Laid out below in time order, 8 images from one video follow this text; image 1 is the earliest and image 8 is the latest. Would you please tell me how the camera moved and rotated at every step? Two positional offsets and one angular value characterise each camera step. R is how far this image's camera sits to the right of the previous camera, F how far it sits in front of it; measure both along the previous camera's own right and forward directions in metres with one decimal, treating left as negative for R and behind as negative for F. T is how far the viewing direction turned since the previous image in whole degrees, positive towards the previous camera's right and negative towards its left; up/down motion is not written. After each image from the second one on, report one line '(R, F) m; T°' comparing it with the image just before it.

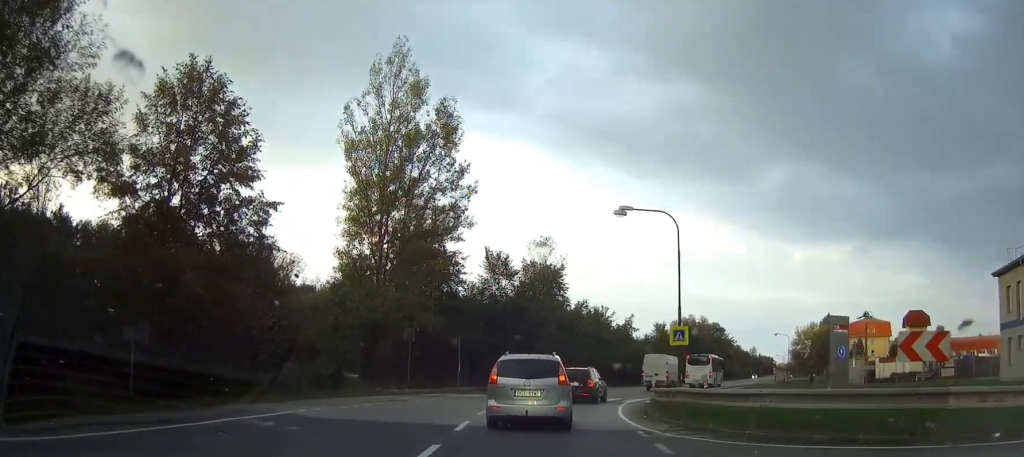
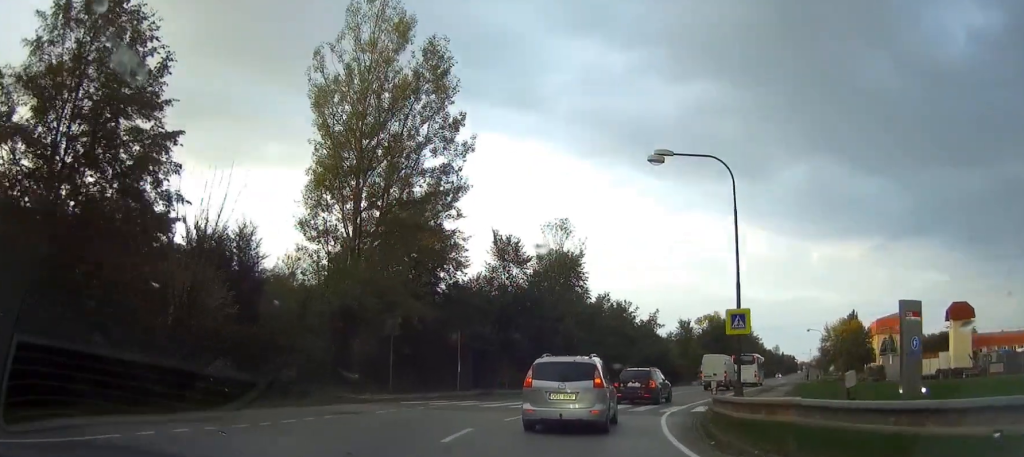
(-0.1, +7.8) m; -1°
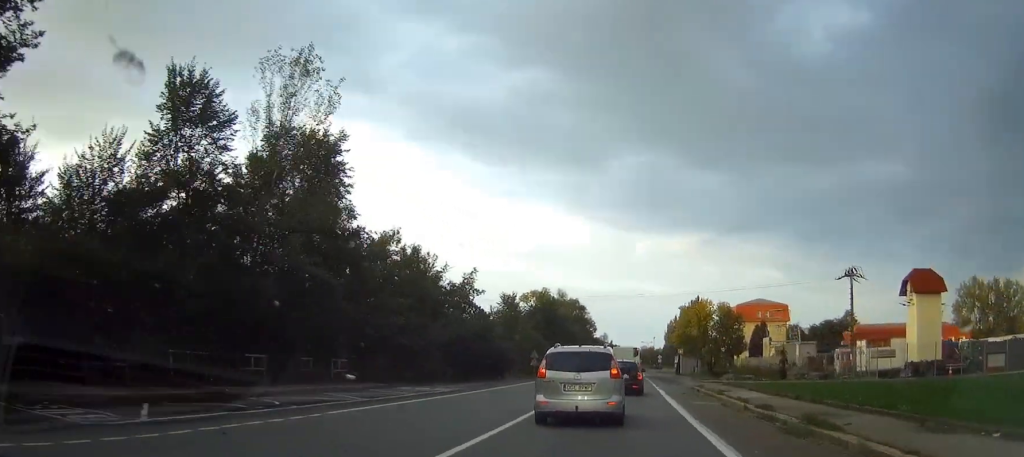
(+1.5, +28.8) m; +8°
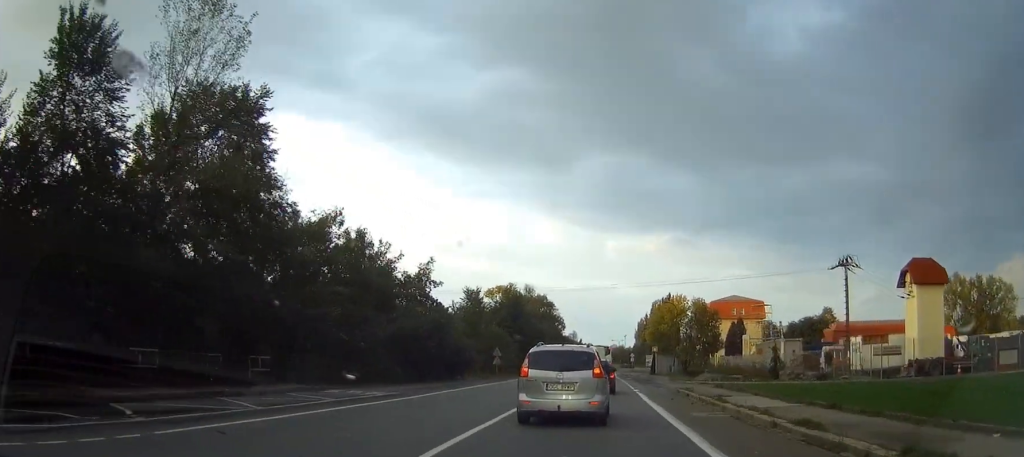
(0.0, +5.8) m; +2°
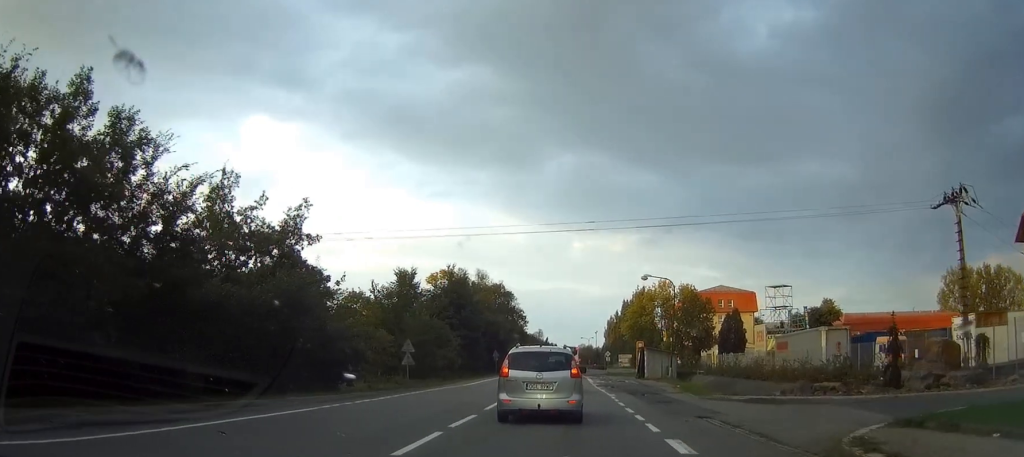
(+1.6, +22.8) m; +6°
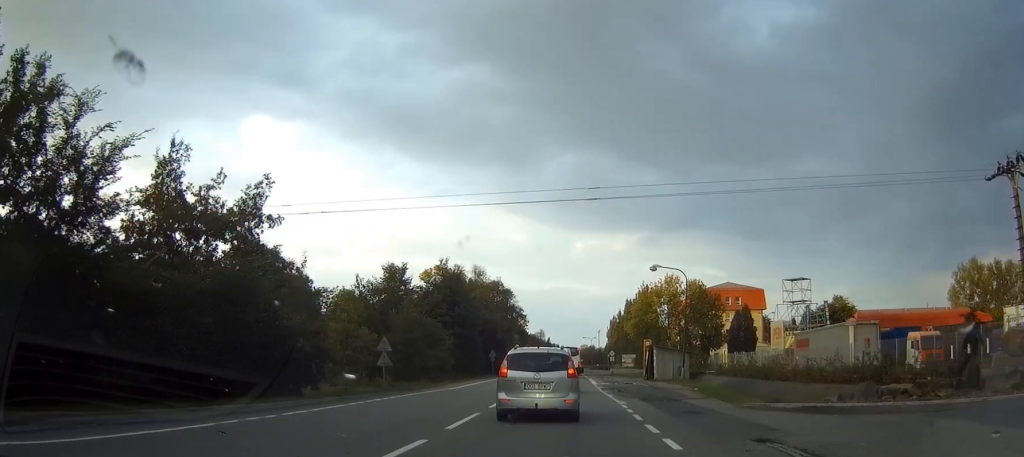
(0.0, +5.7) m; 0°
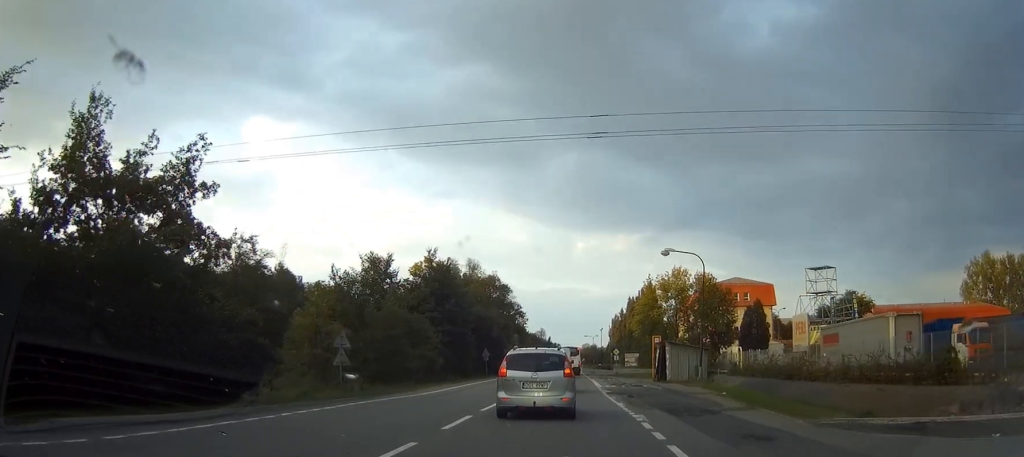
(+0.1, +7.0) m; 0°
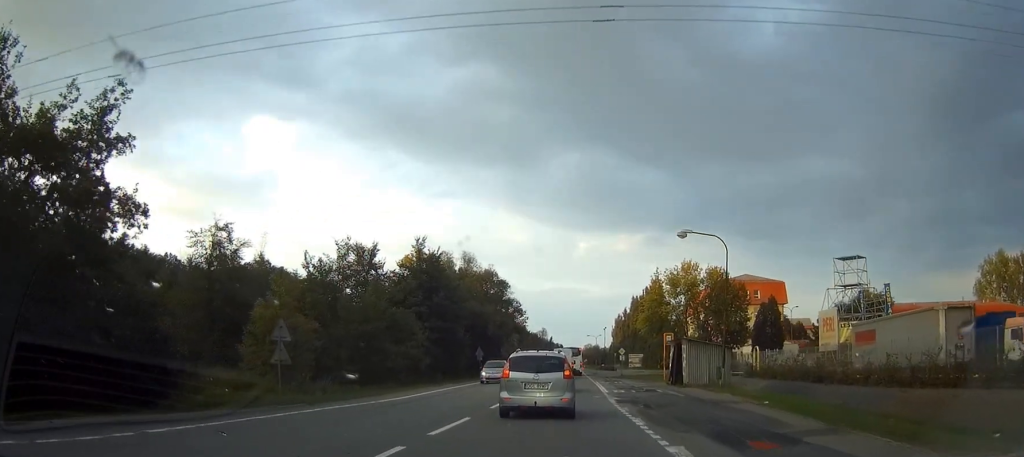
(+0.1, +6.6) m; 0°
